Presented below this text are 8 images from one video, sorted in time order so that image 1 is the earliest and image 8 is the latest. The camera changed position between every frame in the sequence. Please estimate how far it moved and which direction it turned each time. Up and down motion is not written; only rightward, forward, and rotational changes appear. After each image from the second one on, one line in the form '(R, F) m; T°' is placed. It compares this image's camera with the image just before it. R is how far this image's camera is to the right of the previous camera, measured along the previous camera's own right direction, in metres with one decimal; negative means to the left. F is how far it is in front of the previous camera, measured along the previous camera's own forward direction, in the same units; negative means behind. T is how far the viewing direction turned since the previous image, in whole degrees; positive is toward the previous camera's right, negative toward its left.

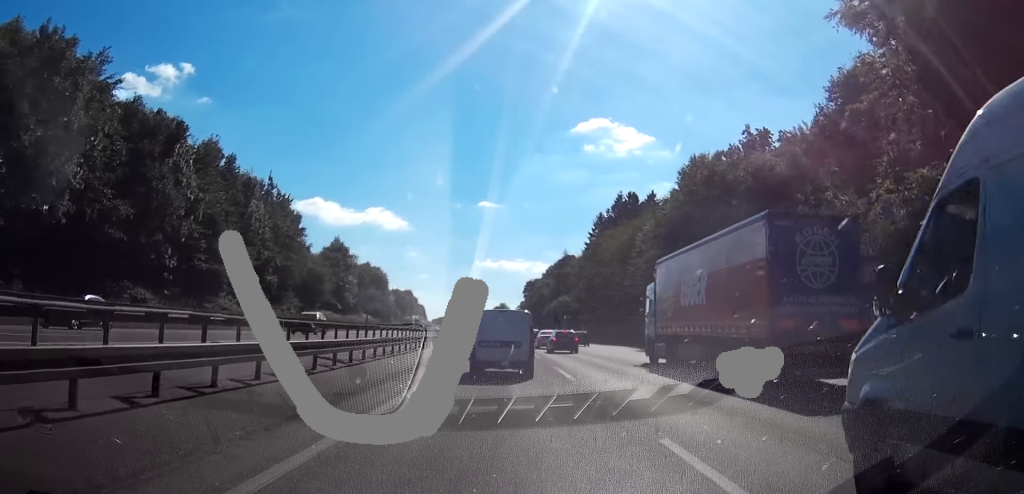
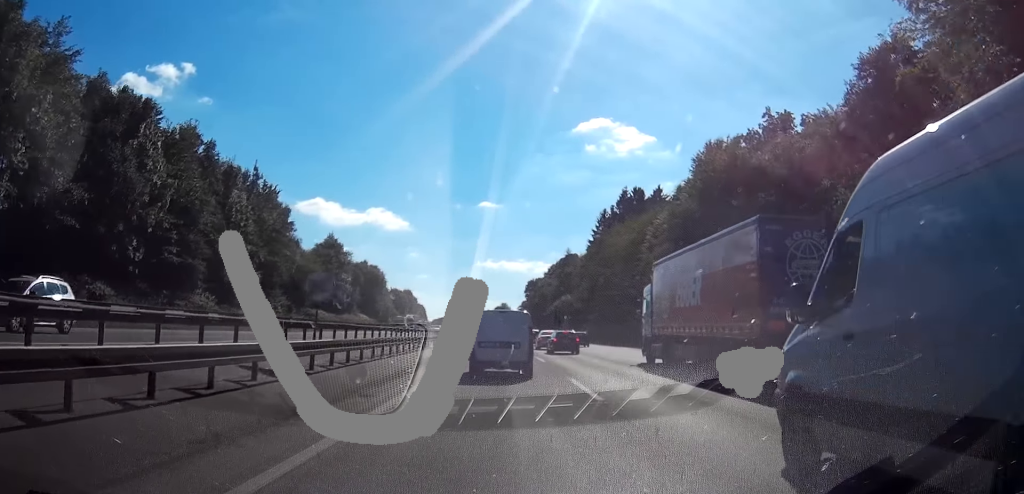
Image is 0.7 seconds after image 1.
(+0.3, +5.7) m; +1°
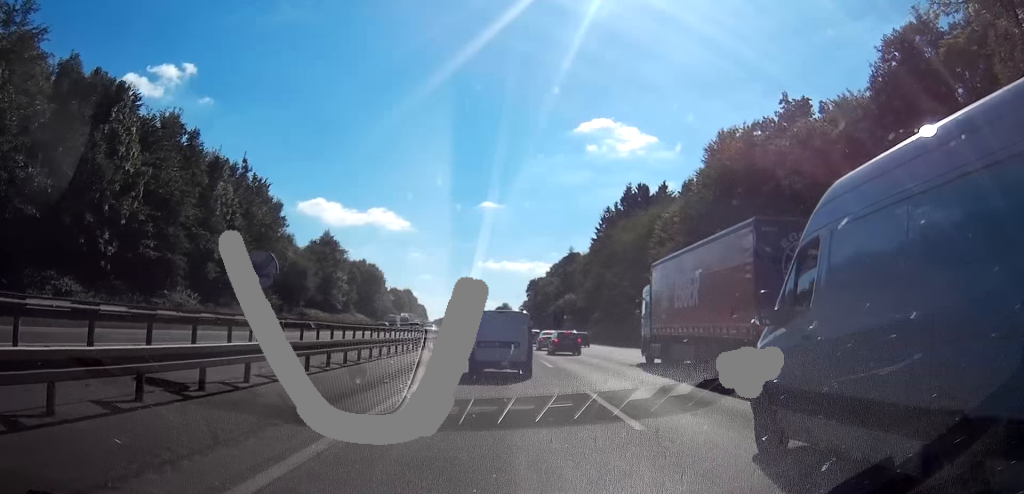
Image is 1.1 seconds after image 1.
(+0.2, +4.0) m; 0°
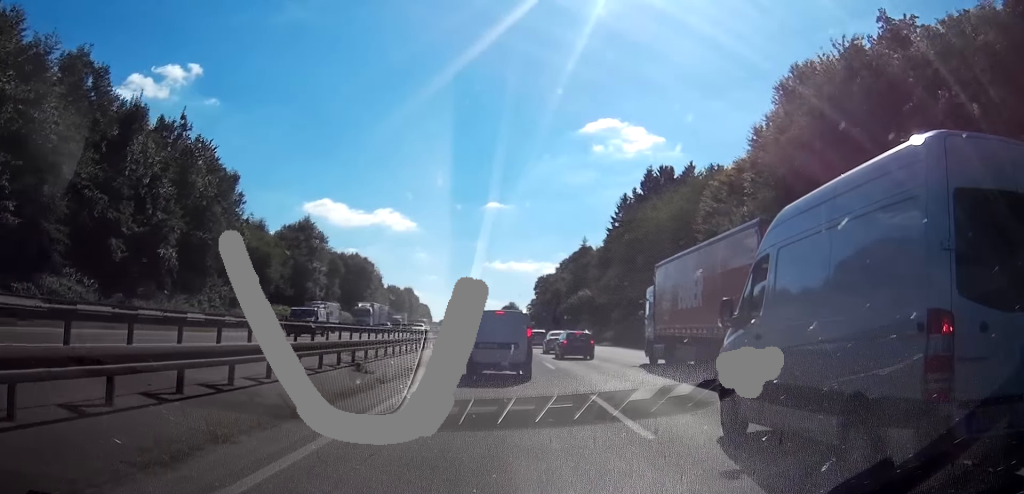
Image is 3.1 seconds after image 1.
(-0.6, +17.8) m; -1°
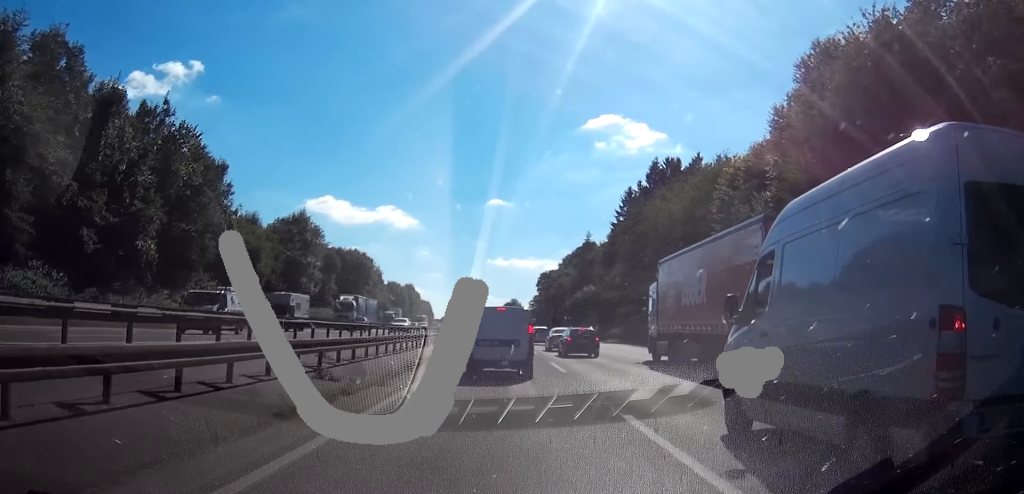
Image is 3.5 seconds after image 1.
(0.0, +3.8) m; 0°
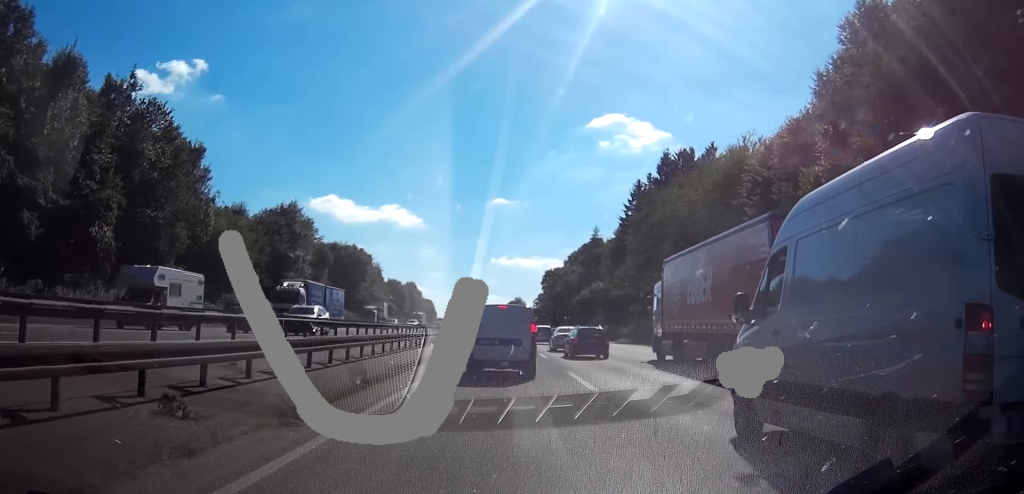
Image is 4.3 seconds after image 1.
(-0.1, +6.9) m; 0°
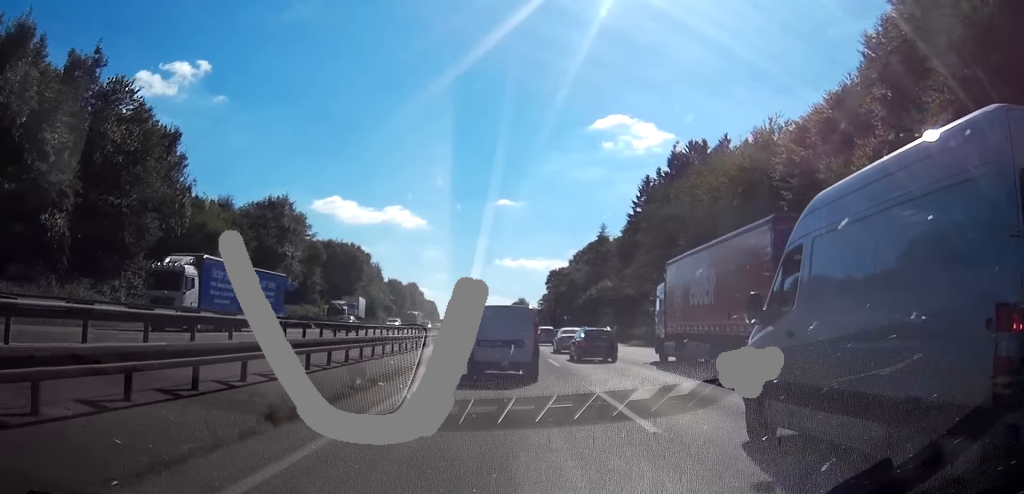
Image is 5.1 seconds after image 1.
(-0.1, +6.4) m; +1°
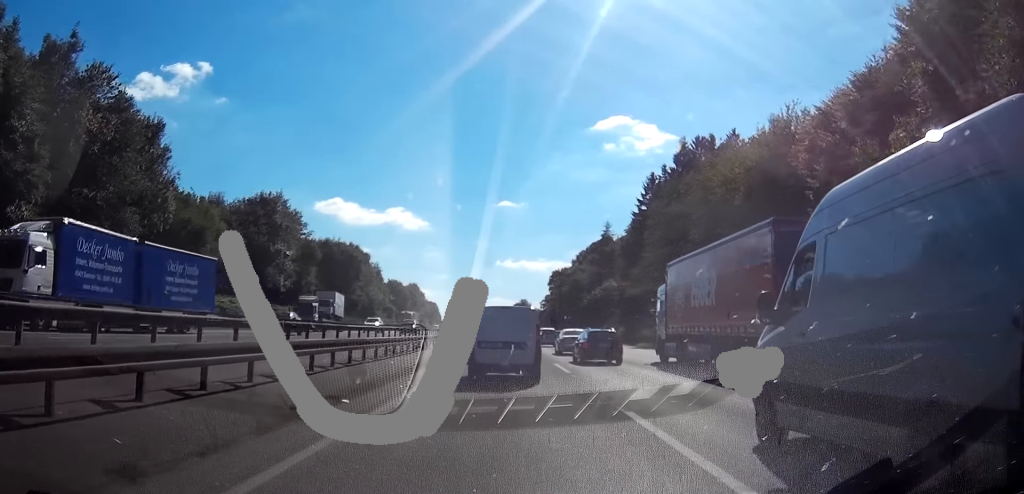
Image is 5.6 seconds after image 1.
(+0.1, +3.8) m; 0°
